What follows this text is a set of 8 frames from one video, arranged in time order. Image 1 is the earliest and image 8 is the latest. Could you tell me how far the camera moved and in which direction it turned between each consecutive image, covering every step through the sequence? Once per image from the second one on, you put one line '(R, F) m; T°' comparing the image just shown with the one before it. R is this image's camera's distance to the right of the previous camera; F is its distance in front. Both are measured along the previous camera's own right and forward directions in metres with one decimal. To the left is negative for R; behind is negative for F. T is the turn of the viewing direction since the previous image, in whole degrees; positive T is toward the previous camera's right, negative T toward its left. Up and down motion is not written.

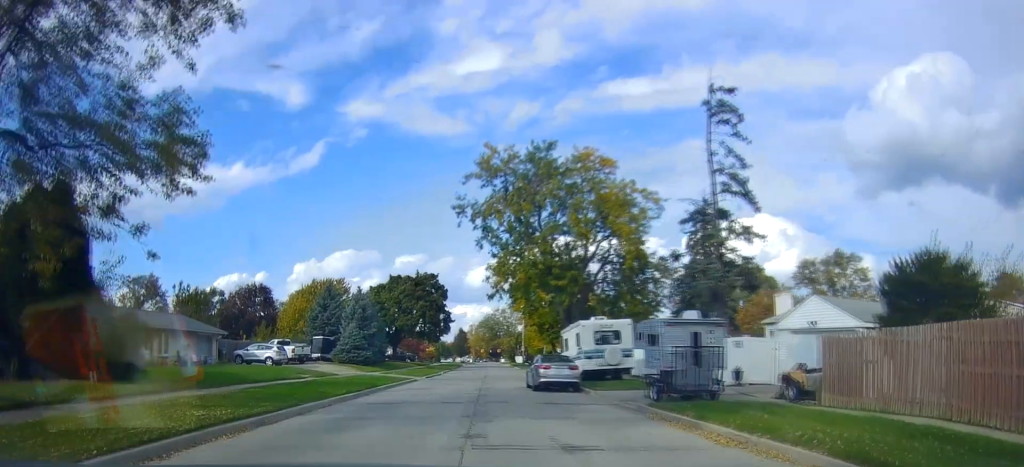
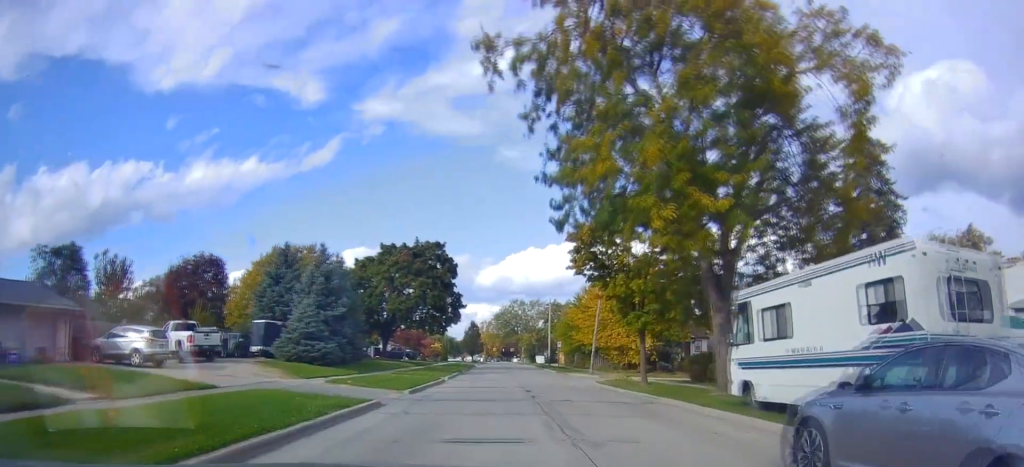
(-0.6, +19.2) m; +1°
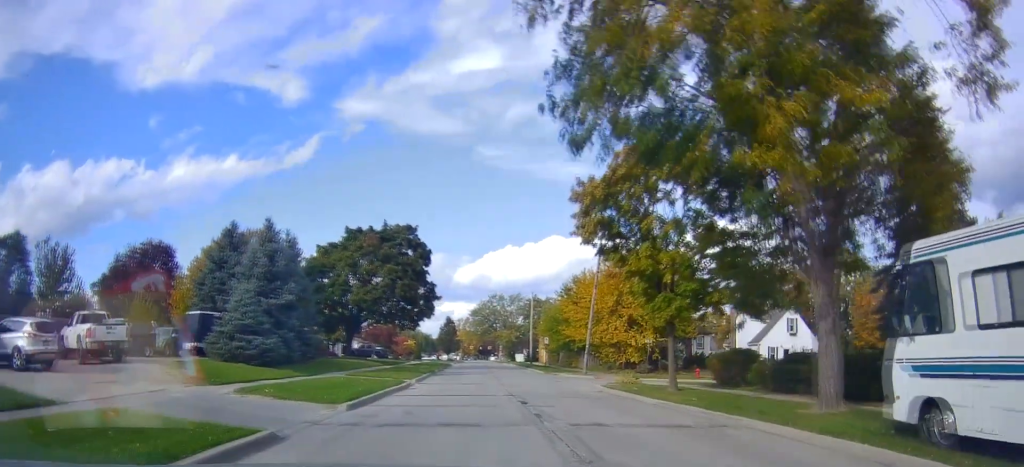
(-0.3, +6.8) m; 0°
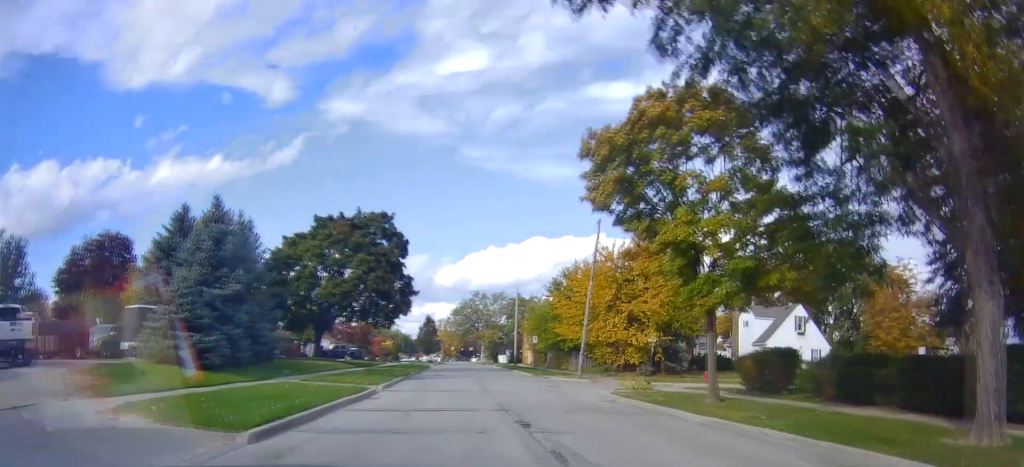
(+0.1, +5.0) m; +1°
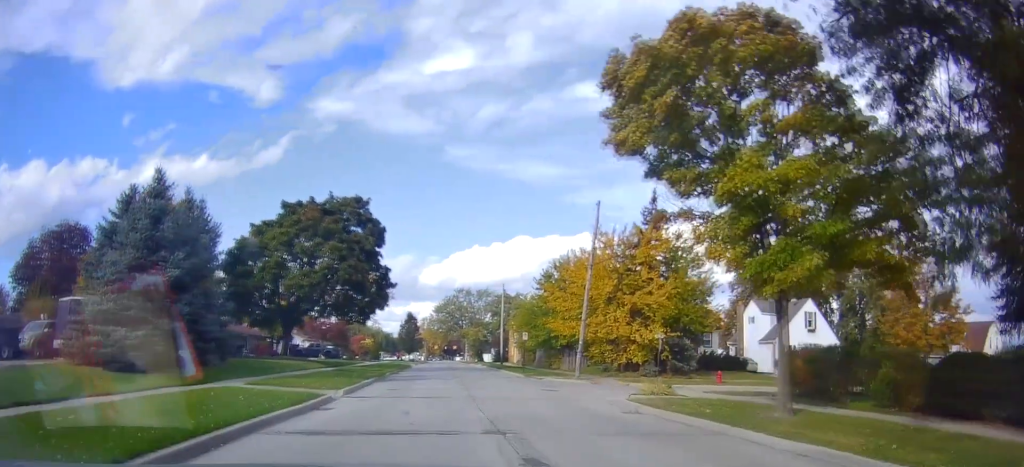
(+0.1, +4.5) m; +2°
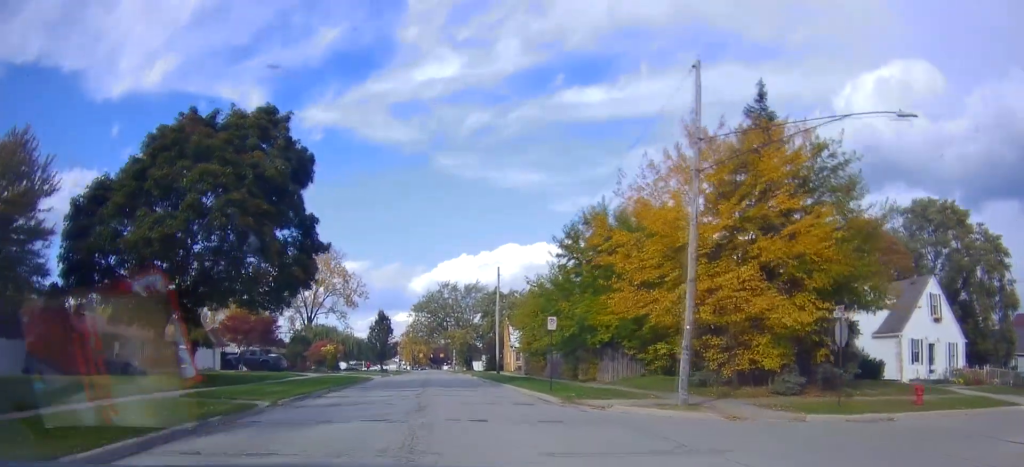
(+0.6, +18.1) m; +2°
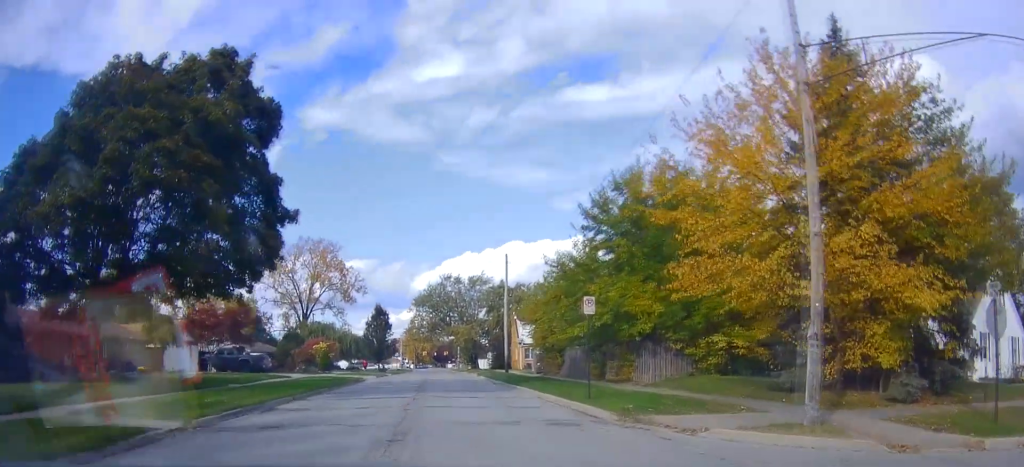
(0.0, +6.3) m; -1°
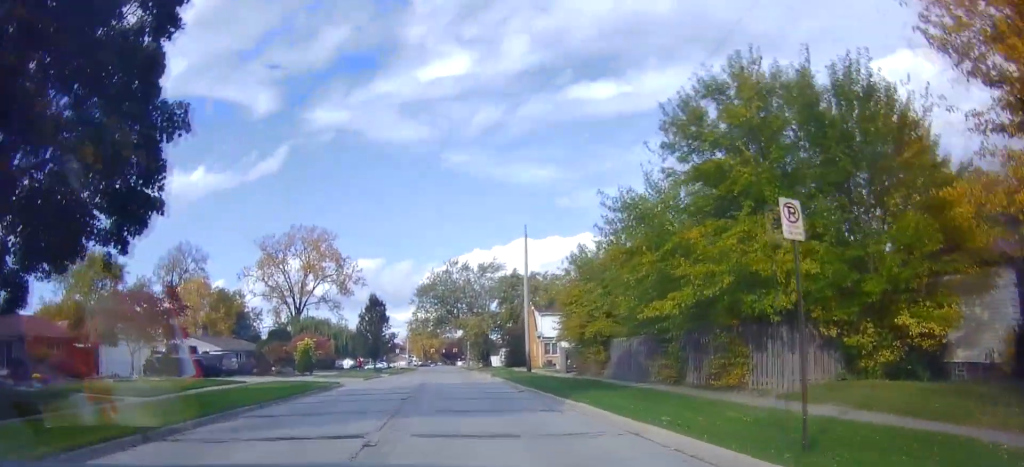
(-0.2, +11.0) m; -1°
